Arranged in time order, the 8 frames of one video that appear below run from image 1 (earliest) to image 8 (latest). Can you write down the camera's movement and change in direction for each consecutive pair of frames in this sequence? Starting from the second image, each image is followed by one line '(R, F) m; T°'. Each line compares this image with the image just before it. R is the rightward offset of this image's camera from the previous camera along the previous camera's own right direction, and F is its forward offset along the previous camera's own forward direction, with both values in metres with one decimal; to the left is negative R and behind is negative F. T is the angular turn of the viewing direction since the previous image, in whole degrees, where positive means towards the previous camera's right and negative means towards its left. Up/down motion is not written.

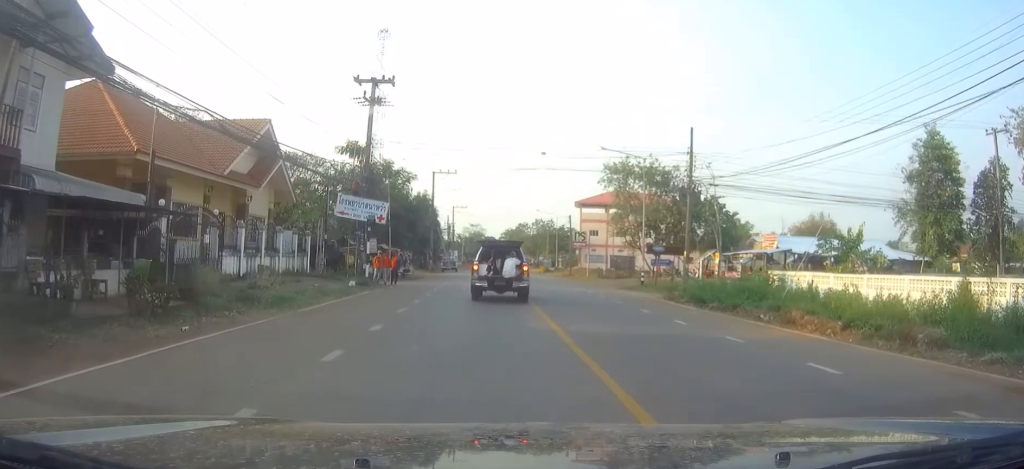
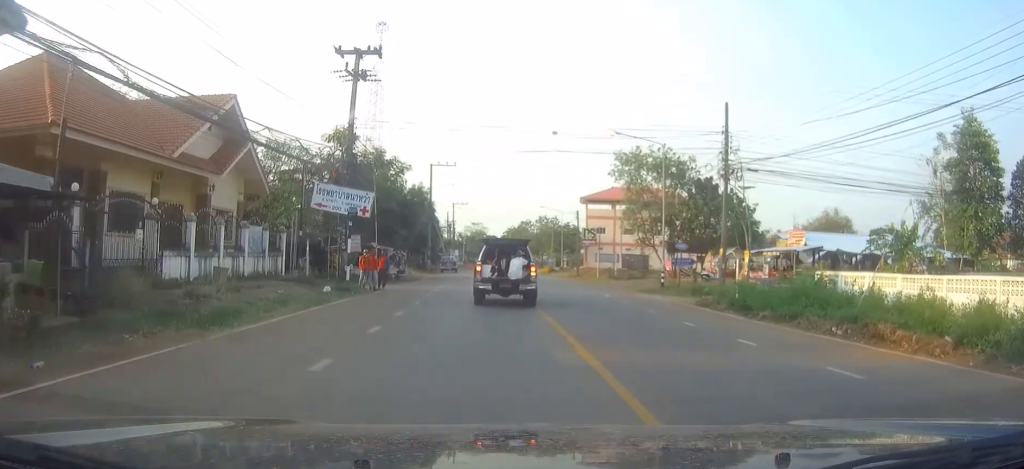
(0.0, +4.2) m; 0°
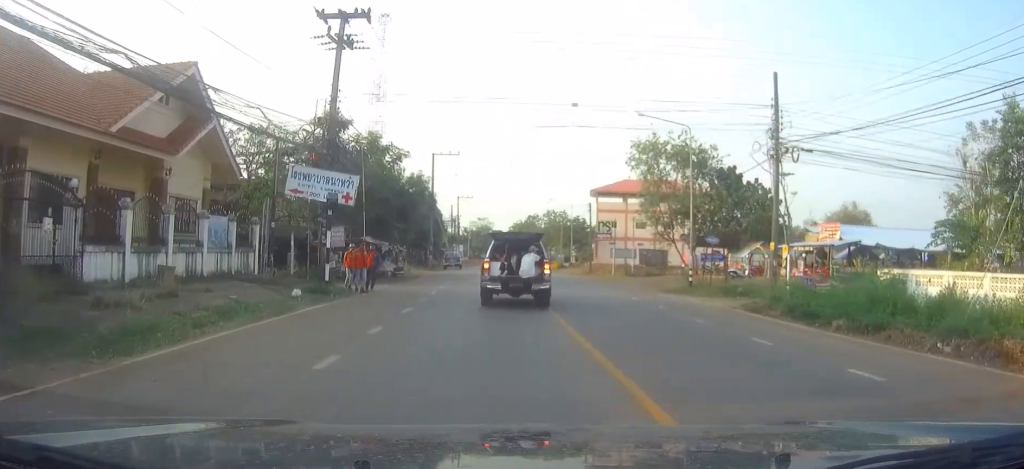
(0.0, +4.0) m; 0°
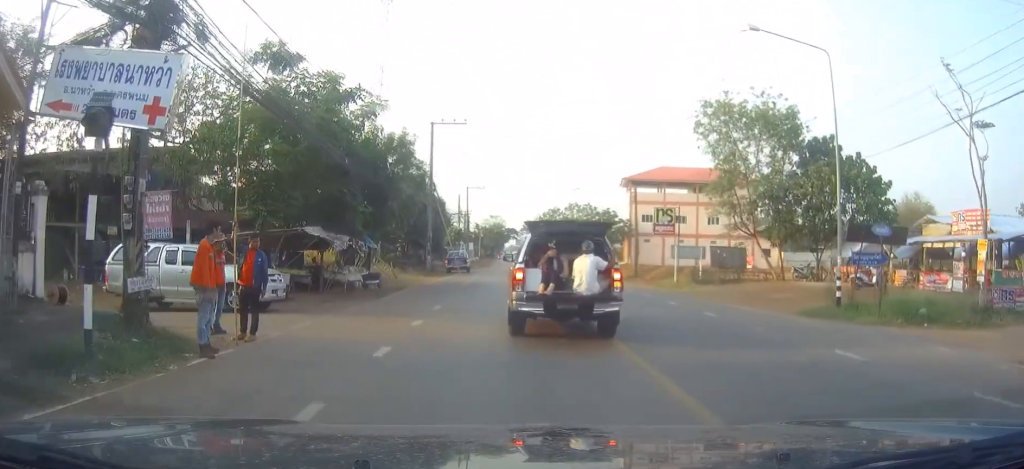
(0.0, +14.2) m; 0°
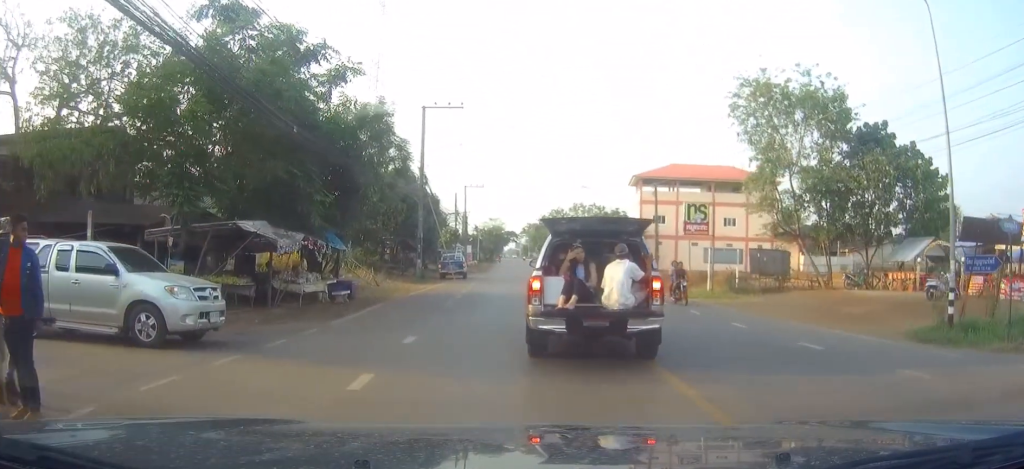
(0.0, +7.0) m; 0°
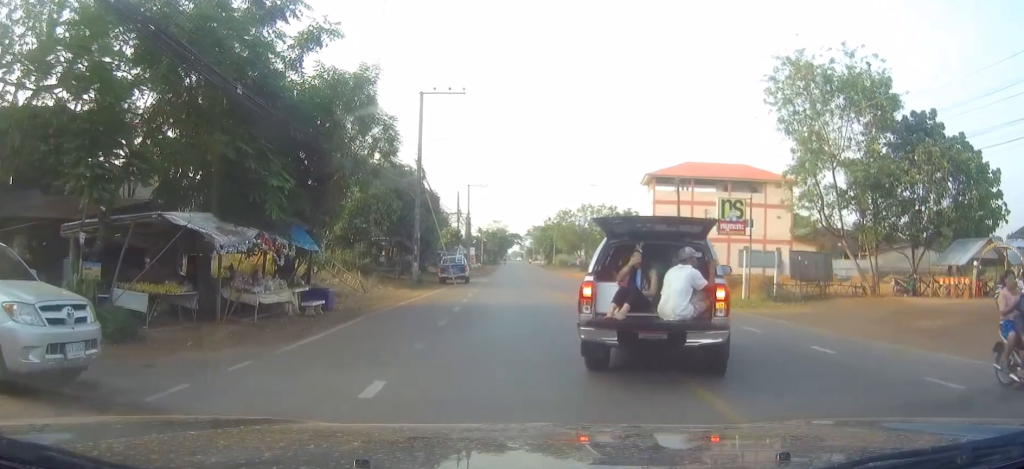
(0.0, +5.2) m; 0°
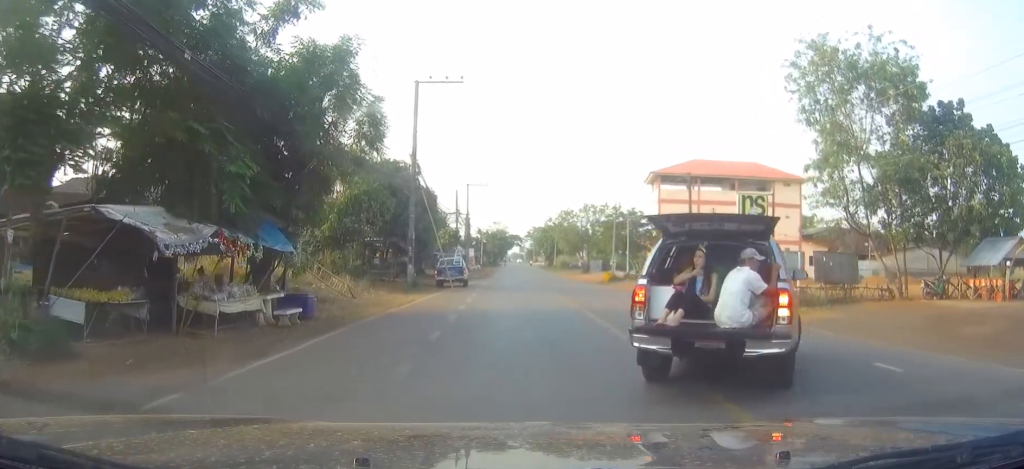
(0.0, +2.8) m; 0°
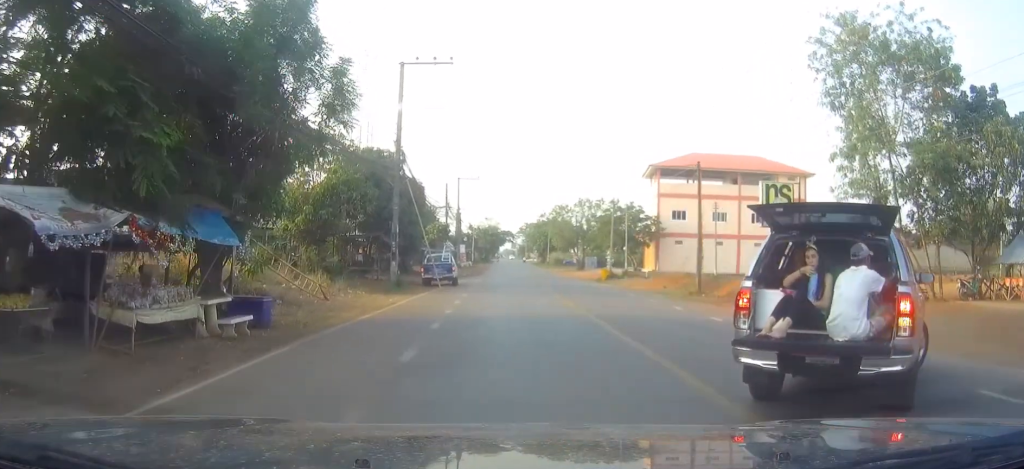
(0.0, +3.6) m; 0°
